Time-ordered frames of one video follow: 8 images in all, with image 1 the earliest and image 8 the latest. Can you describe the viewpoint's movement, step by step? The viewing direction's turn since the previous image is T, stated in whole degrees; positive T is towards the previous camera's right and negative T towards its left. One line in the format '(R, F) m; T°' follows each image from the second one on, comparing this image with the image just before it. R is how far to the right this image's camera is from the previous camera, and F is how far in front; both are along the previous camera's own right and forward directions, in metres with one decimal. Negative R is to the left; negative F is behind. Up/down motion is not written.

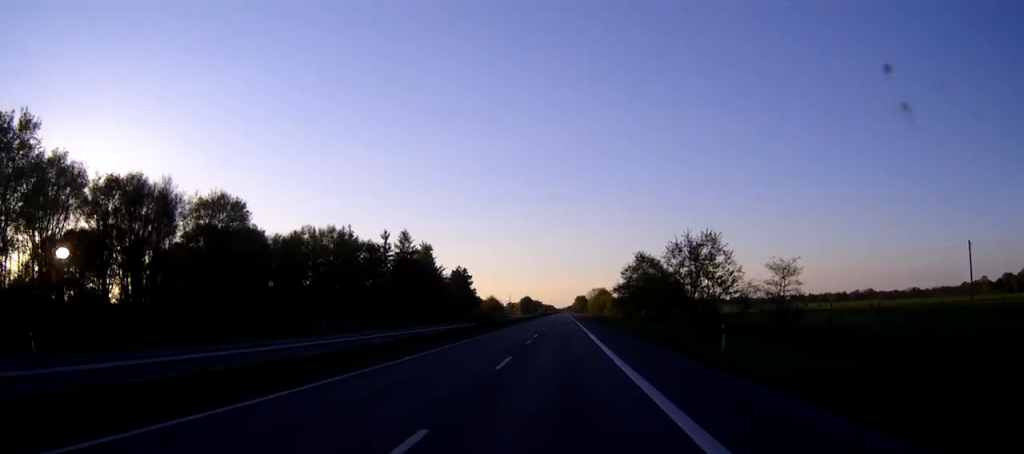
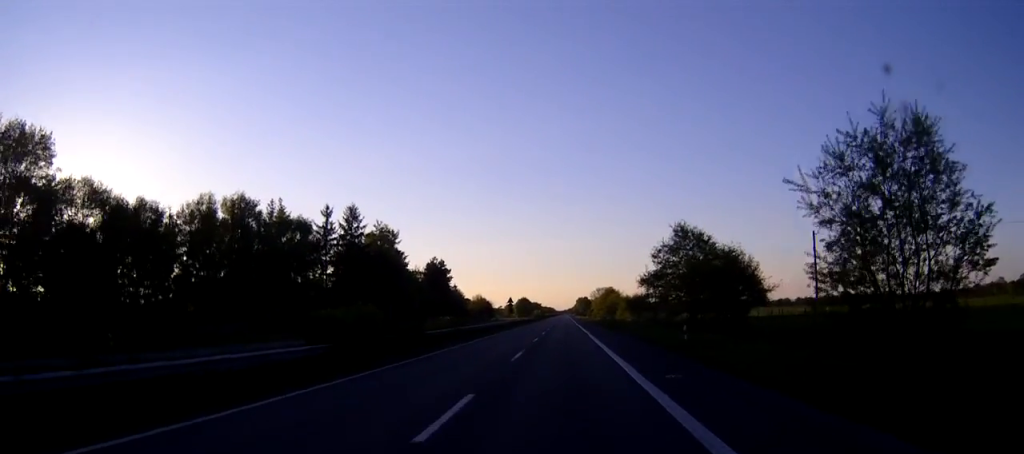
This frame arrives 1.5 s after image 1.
(+0.2, +41.8) m; 0°
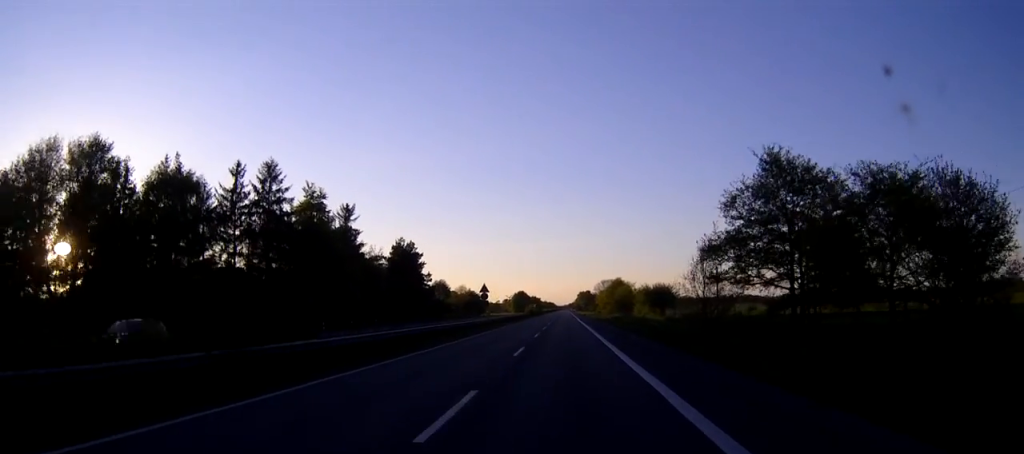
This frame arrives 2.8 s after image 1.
(0.0, +36.2) m; 0°
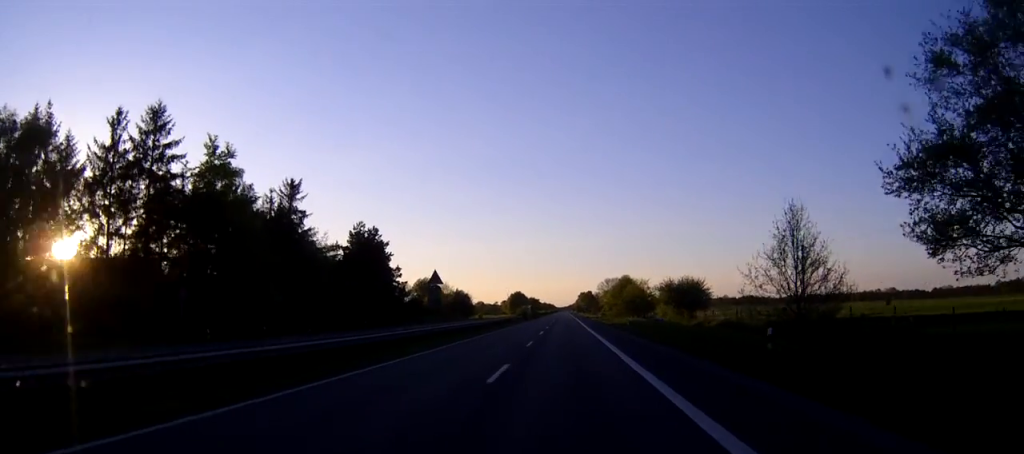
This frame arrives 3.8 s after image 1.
(-0.1, +27.8) m; 0°
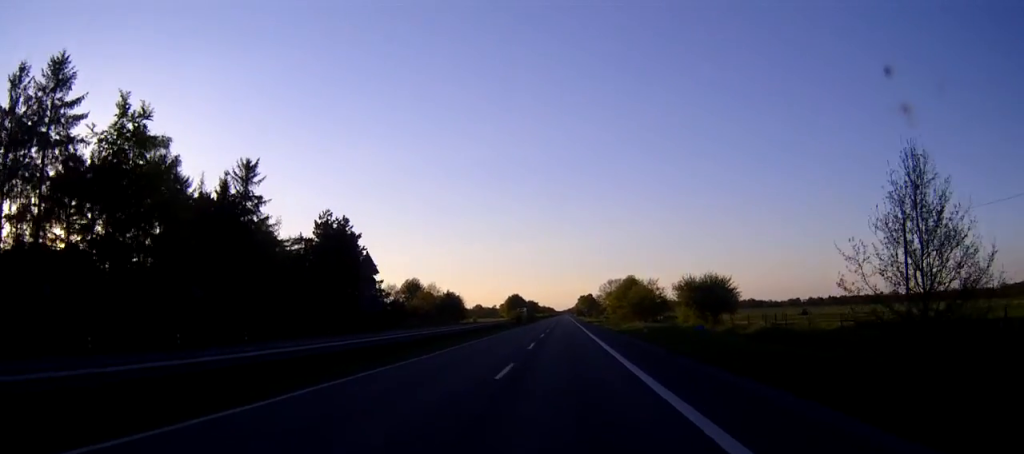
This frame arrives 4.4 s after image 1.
(0.0, +15.7) m; 0°
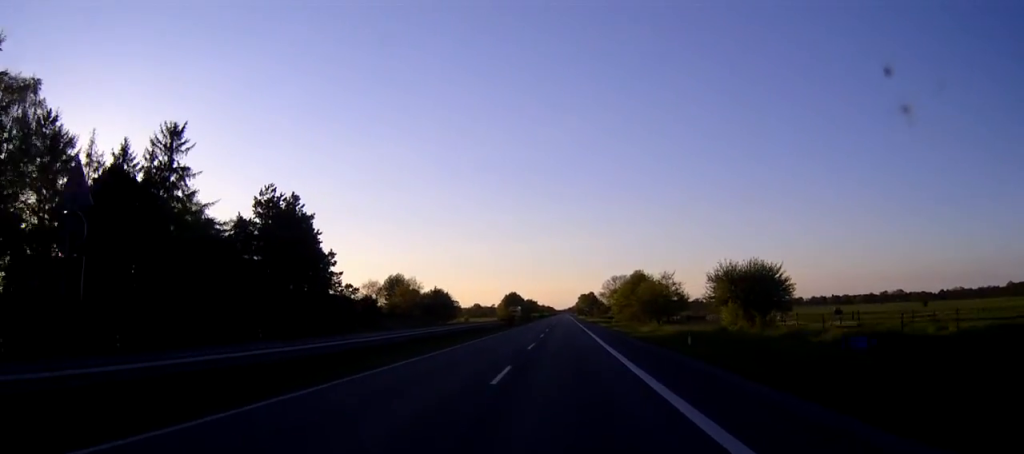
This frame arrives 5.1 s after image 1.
(0.0, +19.3) m; 0°
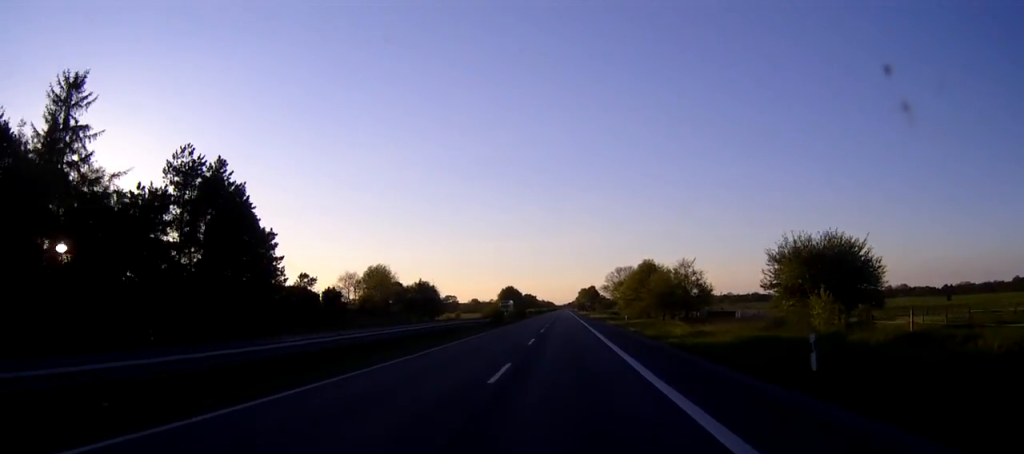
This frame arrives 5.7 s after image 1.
(0.0, +18.5) m; 0°
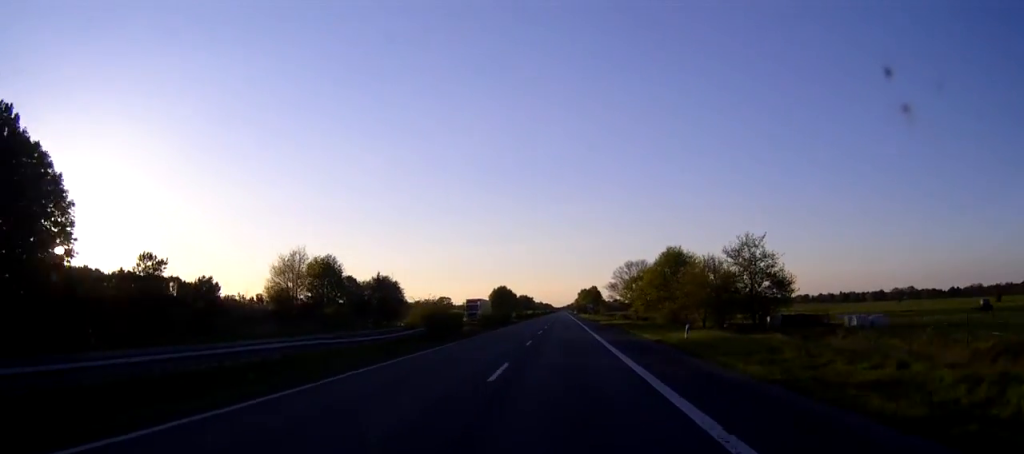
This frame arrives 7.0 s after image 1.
(+0.1, +35.3) m; 0°
